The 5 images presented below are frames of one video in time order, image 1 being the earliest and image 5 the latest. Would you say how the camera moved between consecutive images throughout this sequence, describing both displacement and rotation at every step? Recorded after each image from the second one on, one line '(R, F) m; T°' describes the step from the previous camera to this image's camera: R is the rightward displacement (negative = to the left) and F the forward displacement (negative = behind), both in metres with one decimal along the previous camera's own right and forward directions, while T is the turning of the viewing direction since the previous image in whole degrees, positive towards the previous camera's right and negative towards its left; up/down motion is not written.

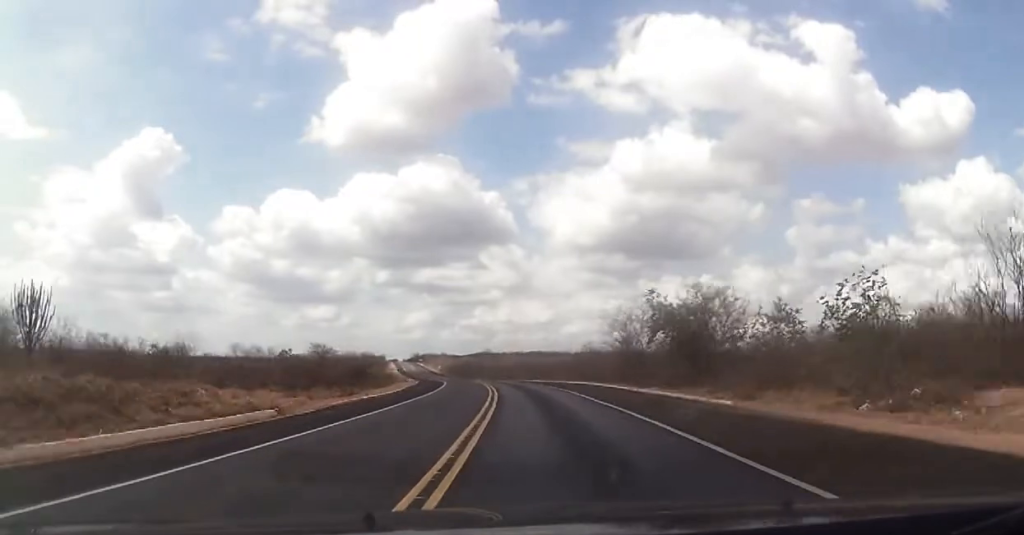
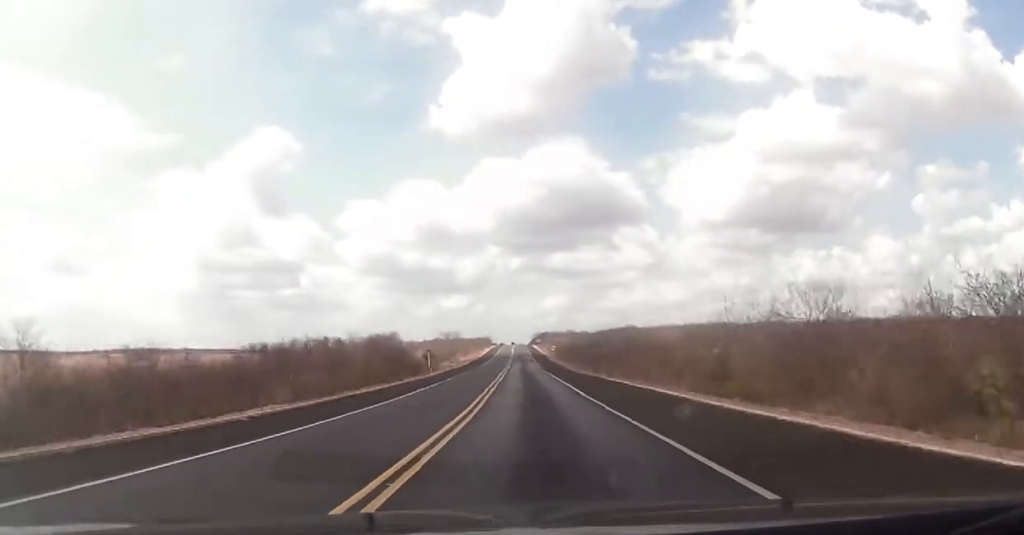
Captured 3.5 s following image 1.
(-12.0, +104.3) m; -13°
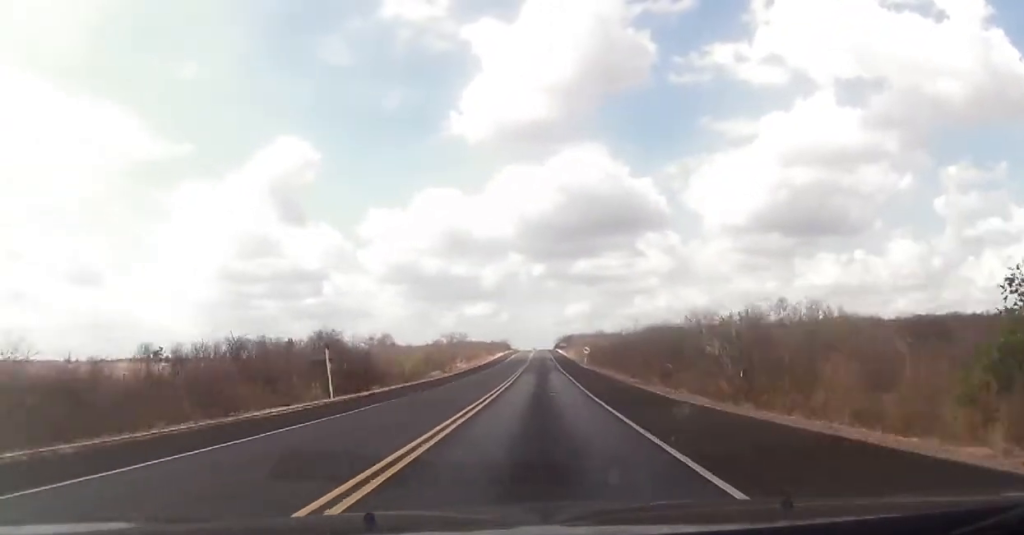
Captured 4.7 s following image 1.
(-1.8, +37.3) m; -3°
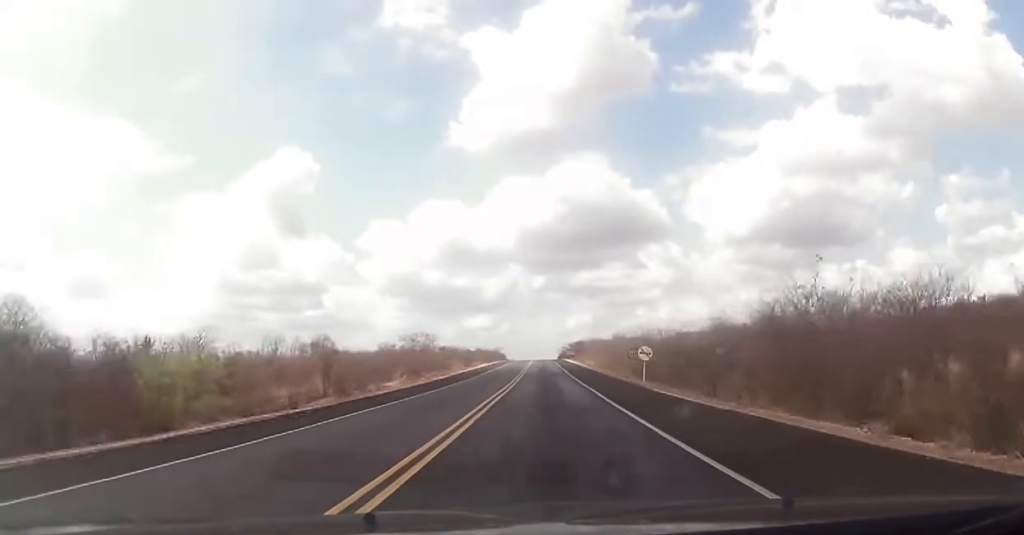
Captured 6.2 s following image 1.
(-1.2, +49.6) m; -2°
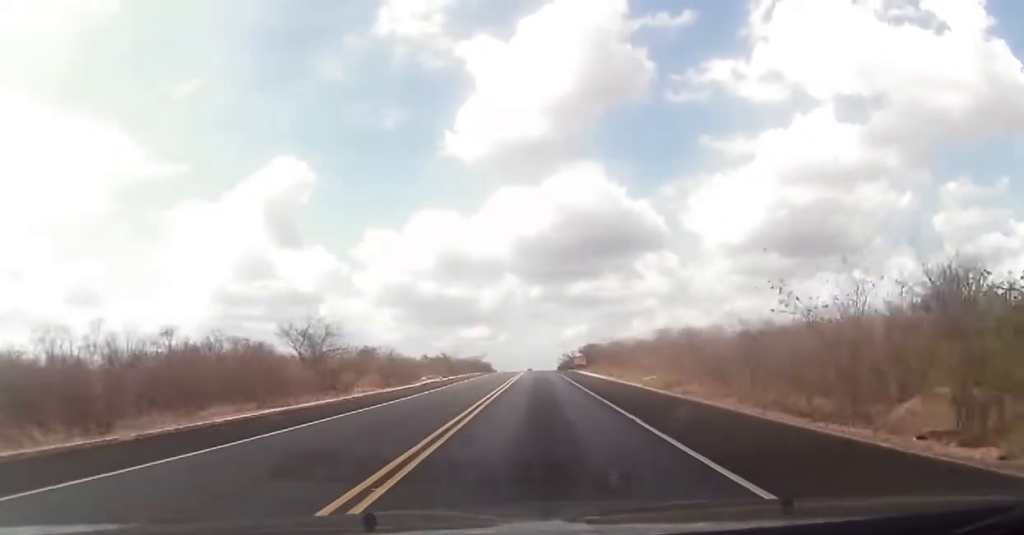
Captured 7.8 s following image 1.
(-0.1, +51.1) m; 0°
